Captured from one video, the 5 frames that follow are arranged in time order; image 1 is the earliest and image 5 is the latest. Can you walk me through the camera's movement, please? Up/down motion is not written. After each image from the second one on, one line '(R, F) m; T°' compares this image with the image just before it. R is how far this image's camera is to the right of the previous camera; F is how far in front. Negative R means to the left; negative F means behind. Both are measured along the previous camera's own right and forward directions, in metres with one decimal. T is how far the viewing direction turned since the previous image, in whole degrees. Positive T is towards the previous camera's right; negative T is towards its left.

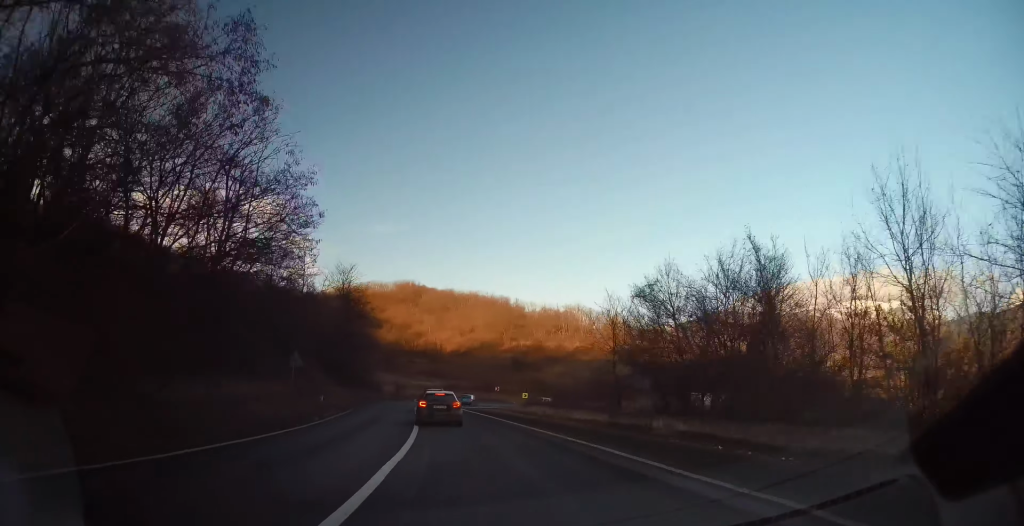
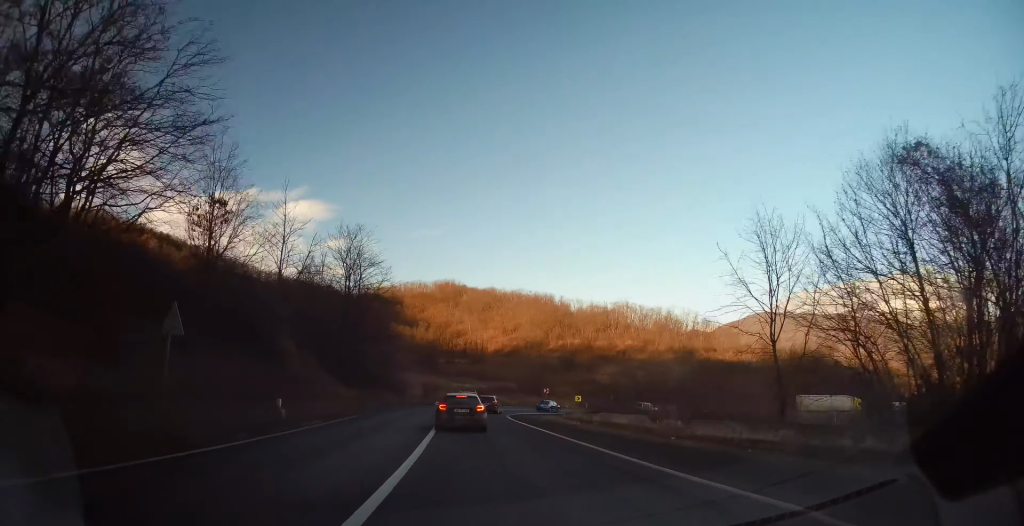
(-0.6, +13.0) m; -3°
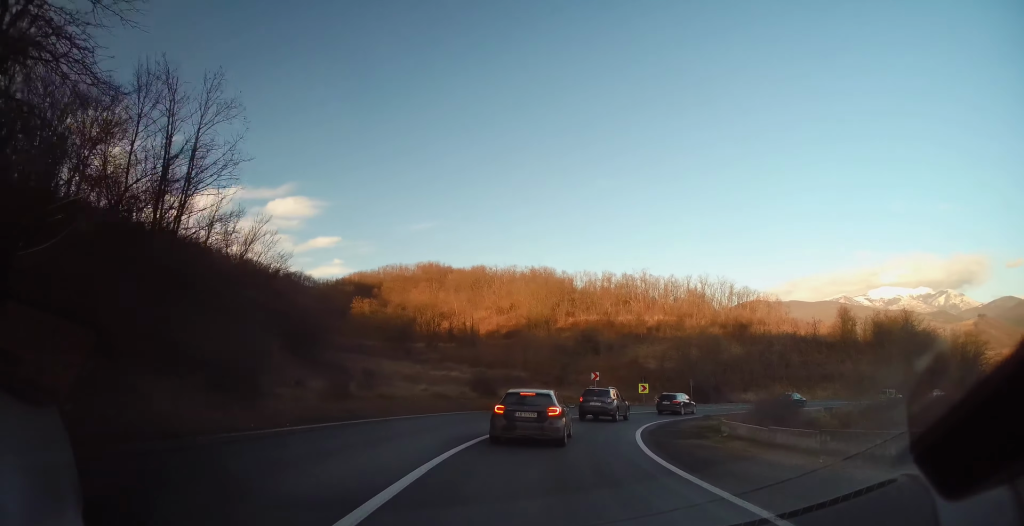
(+0.8, +35.2) m; +6°
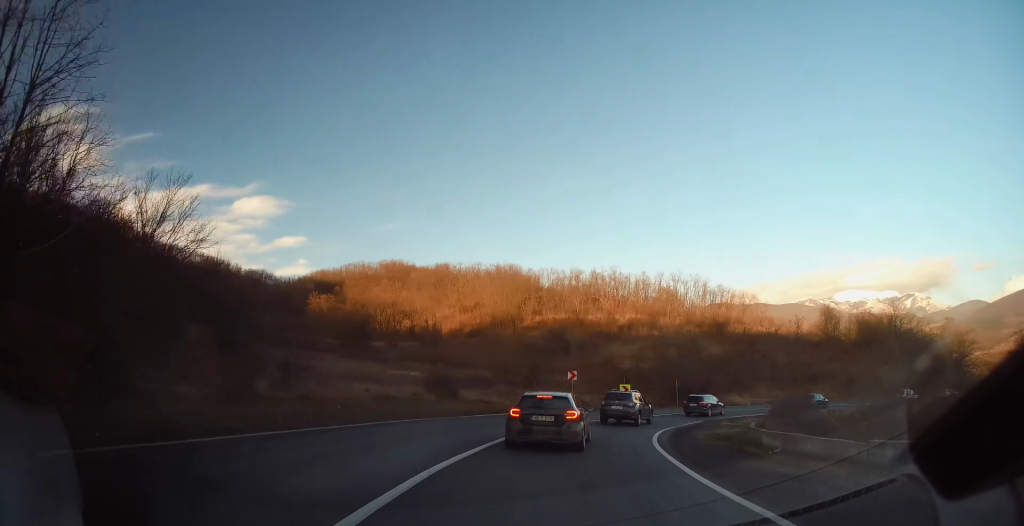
(-0.1, +6.2) m; +4°
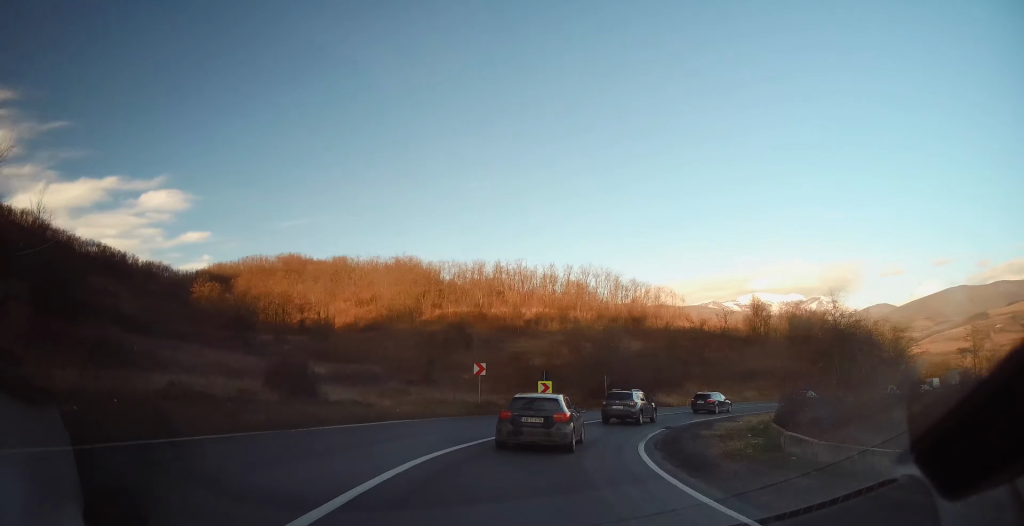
(+0.8, +9.7) m; +11°
